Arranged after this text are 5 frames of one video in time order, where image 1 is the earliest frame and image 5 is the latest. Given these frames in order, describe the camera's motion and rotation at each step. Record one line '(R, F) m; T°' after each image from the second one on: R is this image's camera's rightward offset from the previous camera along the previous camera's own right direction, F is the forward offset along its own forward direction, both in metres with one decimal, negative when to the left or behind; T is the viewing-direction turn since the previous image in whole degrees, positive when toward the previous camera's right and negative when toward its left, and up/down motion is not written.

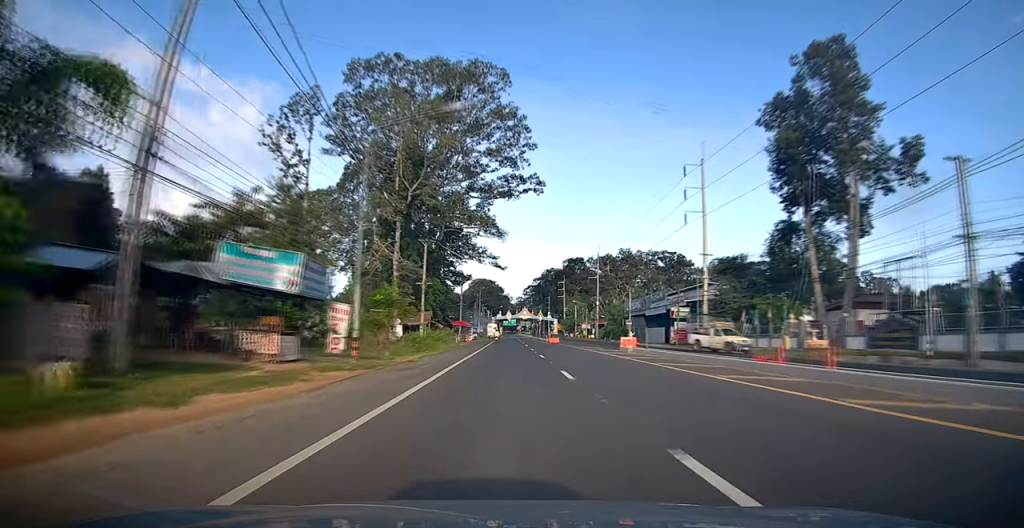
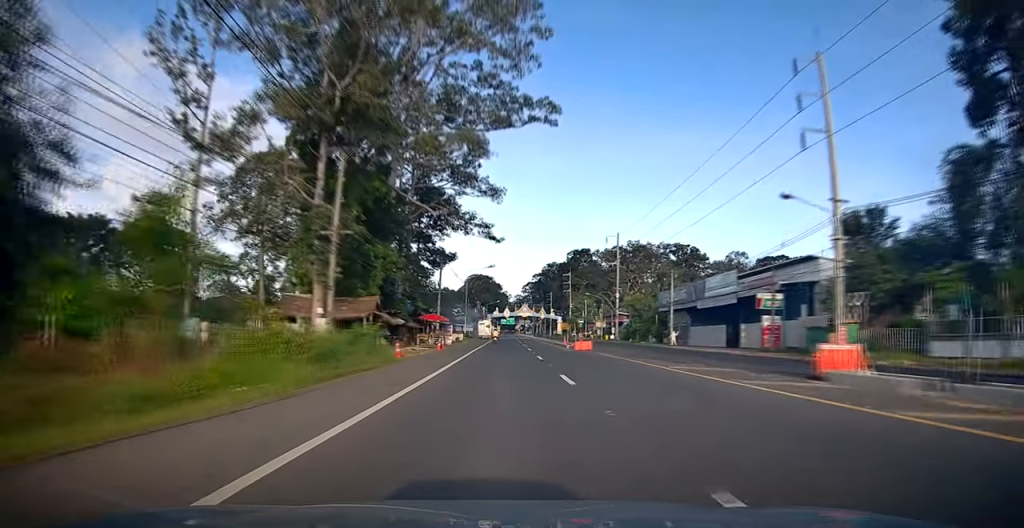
(+0.4, +25.4) m; +1°
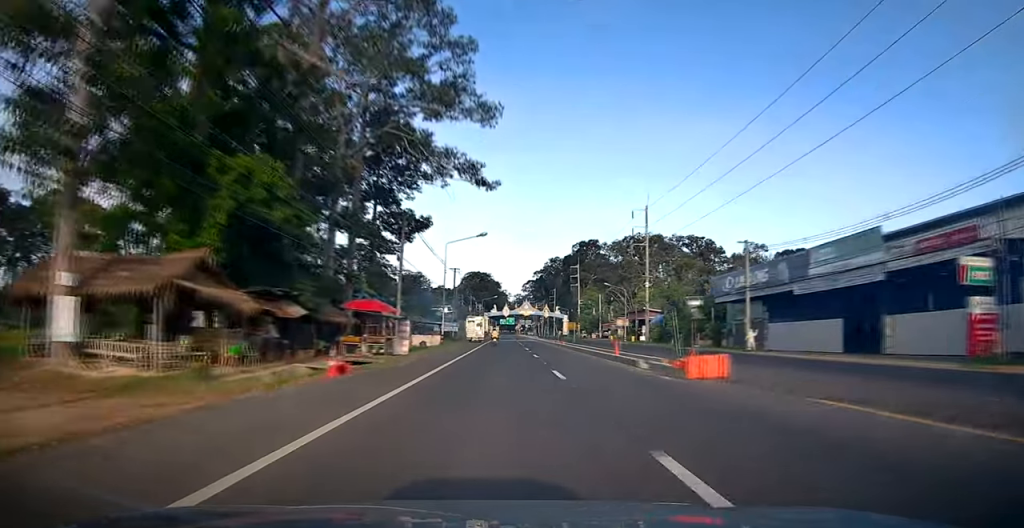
(-0.2, +22.8) m; -1°
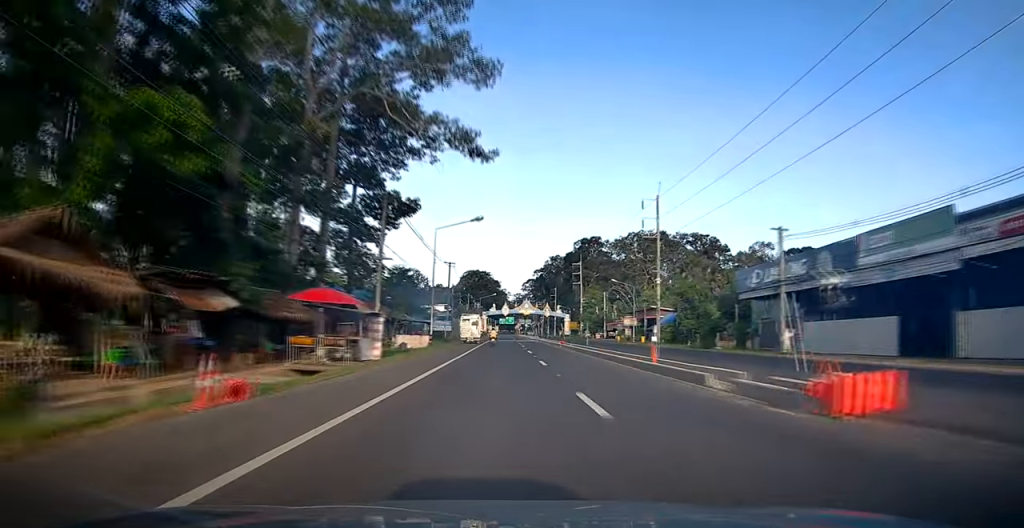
(0.0, +6.5) m; 0°
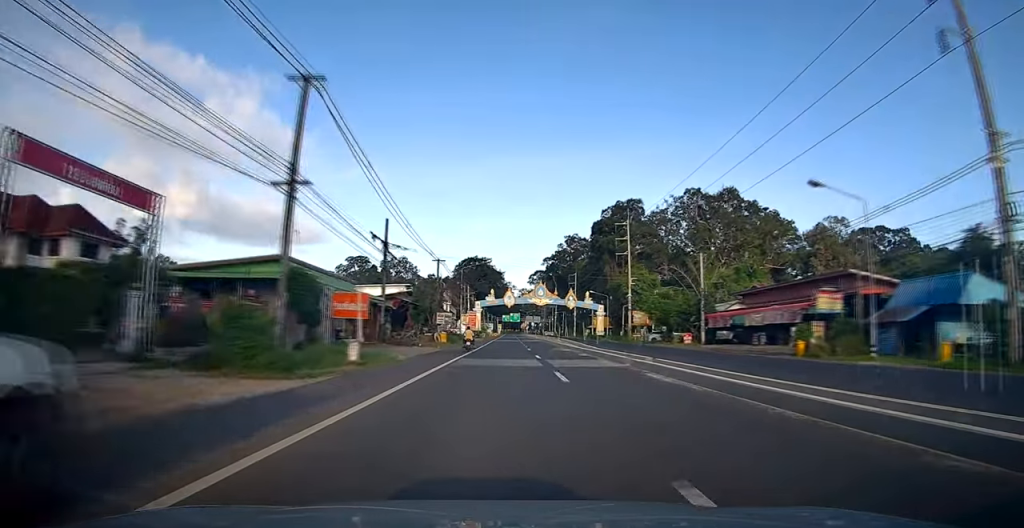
(+0.6, +55.7) m; +1°
